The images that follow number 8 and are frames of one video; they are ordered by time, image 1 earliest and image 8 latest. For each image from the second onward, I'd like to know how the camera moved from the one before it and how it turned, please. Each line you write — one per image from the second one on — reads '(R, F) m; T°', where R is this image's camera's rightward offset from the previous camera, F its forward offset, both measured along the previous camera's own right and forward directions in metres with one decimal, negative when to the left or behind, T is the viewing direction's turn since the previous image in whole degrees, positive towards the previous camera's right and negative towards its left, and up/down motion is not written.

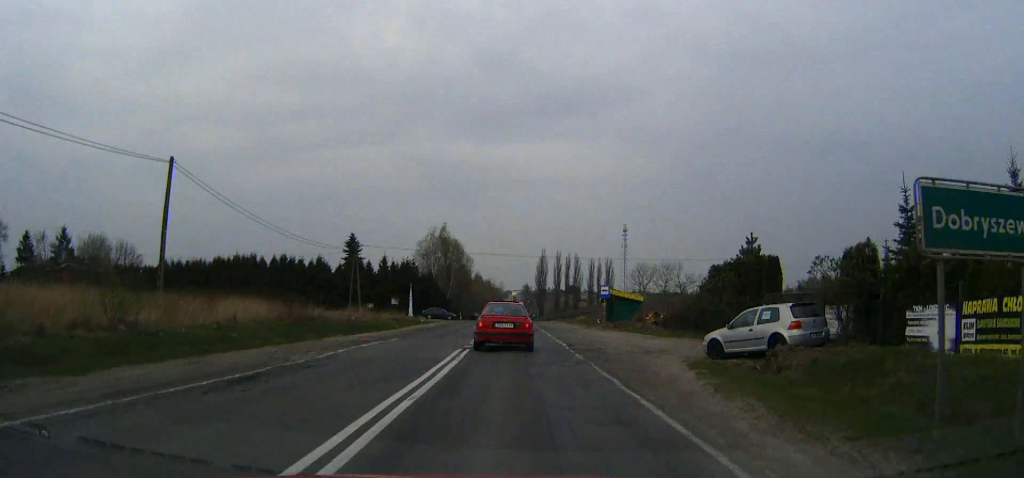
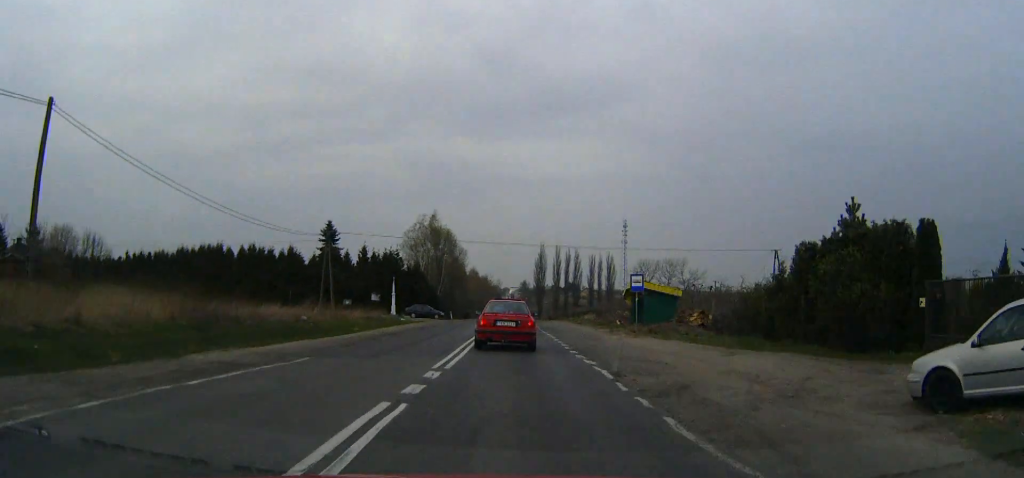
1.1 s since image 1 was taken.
(0.0, +12.2) m; 0°
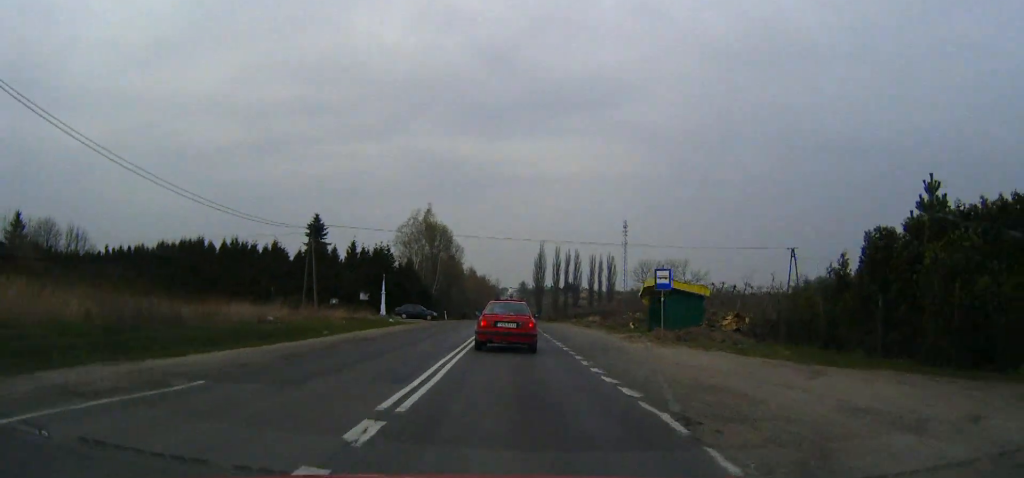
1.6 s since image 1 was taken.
(0.0, +5.7) m; 0°
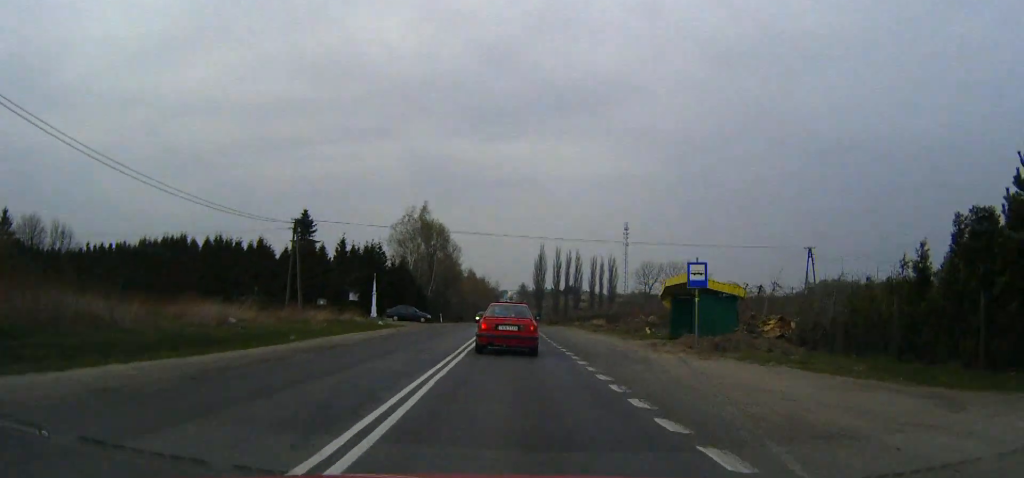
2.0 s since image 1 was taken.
(0.0, +5.0) m; 0°
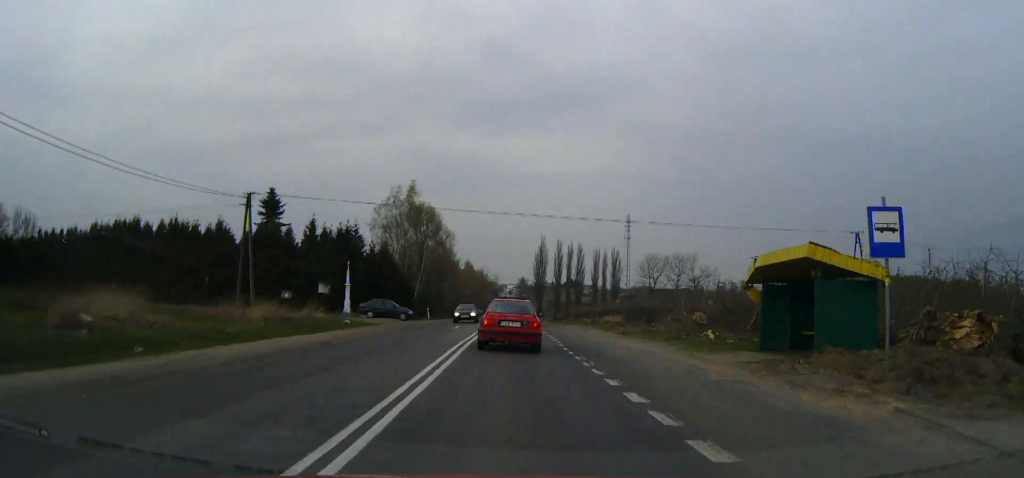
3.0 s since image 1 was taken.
(+0.1, +11.6) m; 0°
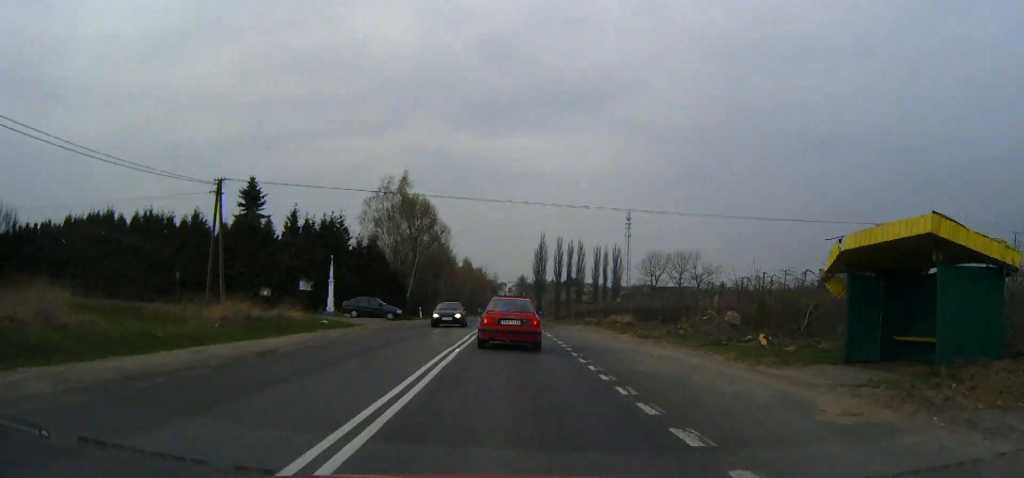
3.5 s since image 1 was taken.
(0.0, +5.4) m; 0°
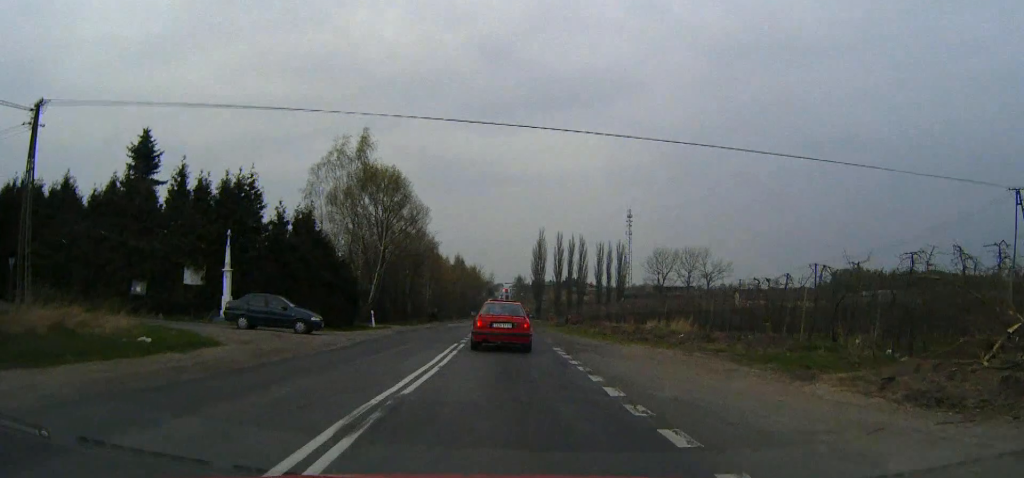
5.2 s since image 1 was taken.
(0.0, +20.5) m; 0°
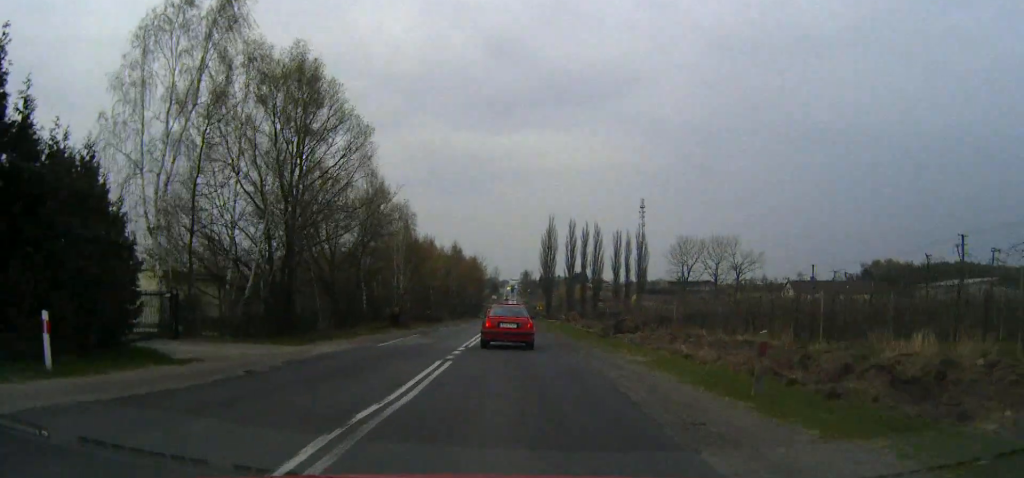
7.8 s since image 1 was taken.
(-0.1, +31.3) m; 0°
